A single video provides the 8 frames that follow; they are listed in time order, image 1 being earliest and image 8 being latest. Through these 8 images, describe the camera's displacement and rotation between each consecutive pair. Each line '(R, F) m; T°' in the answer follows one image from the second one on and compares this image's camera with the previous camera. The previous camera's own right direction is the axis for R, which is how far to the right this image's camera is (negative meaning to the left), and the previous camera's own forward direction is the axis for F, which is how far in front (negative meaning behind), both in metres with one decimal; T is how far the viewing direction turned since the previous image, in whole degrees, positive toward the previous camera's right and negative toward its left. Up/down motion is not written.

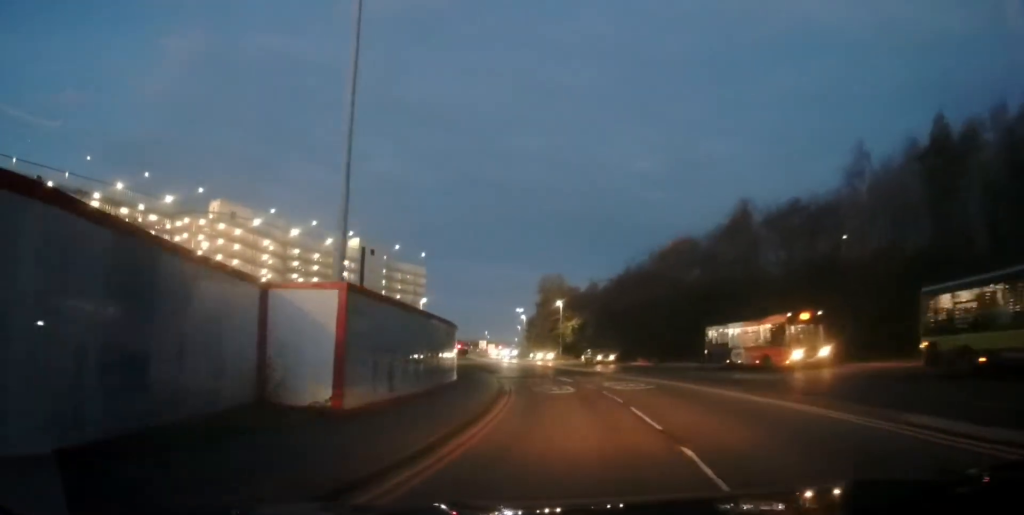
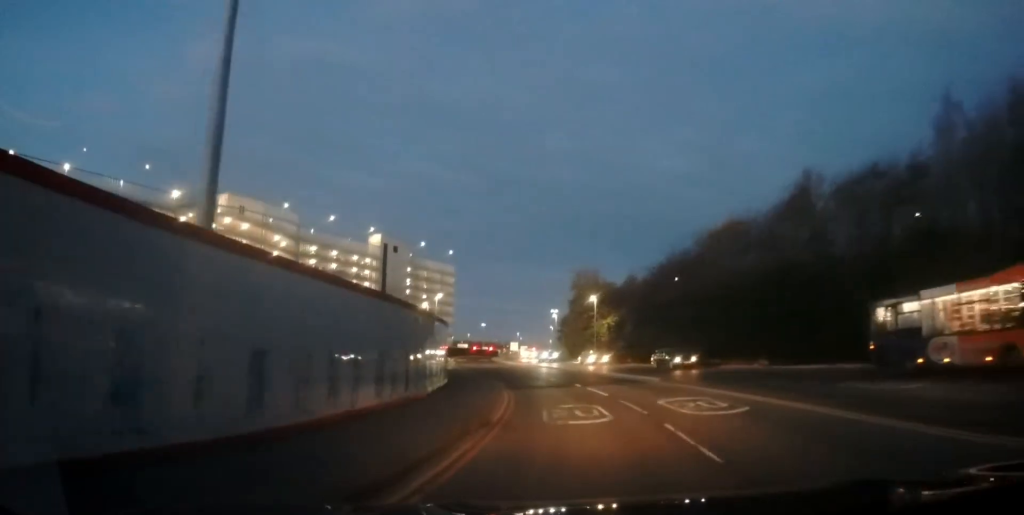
(0.0, +9.2) m; -2°
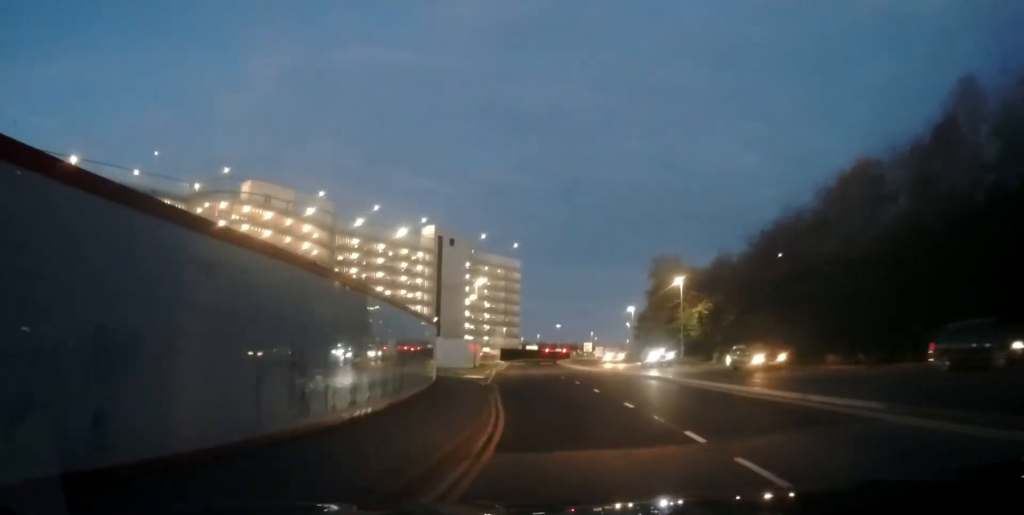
(-0.8, +15.9) m; -7°
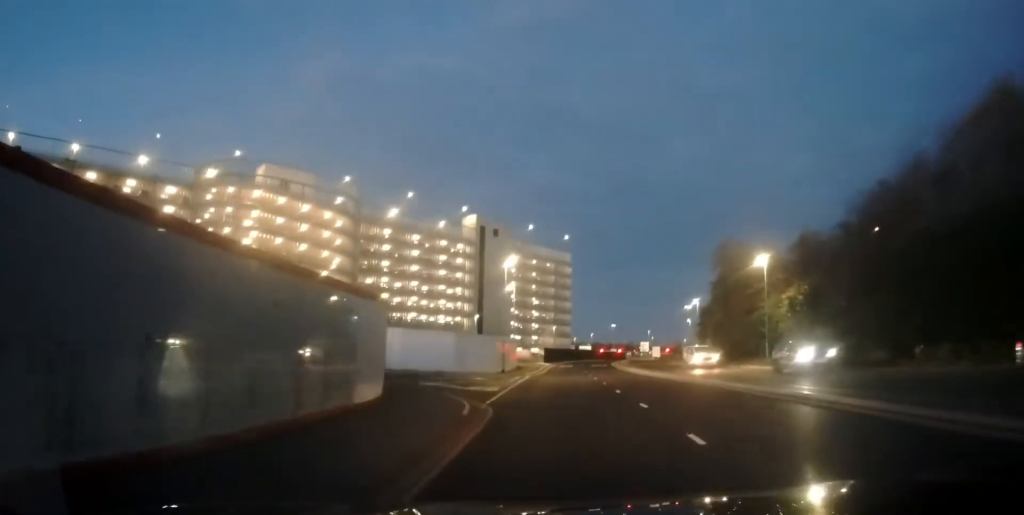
(-0.7, +12.2) m; -6°
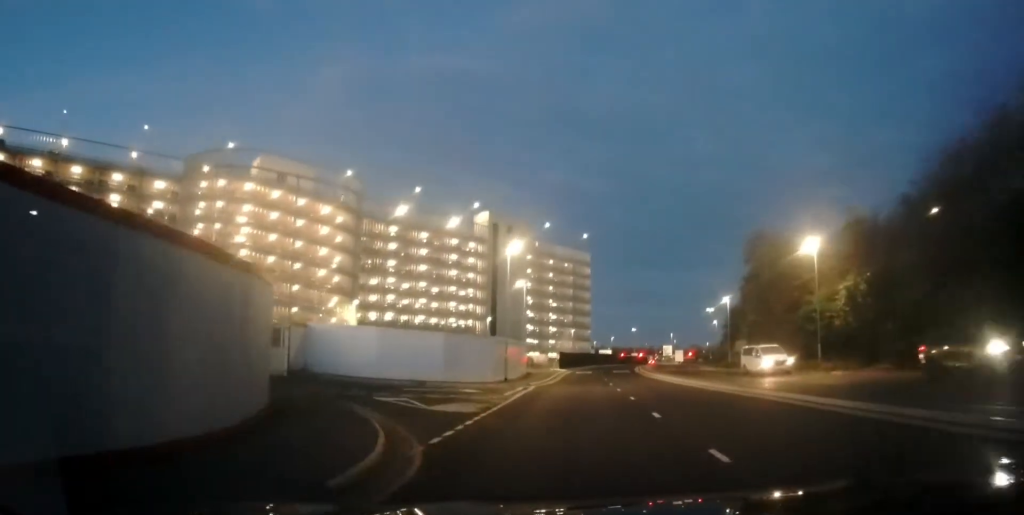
(-0.3, +6.9) m; -1°
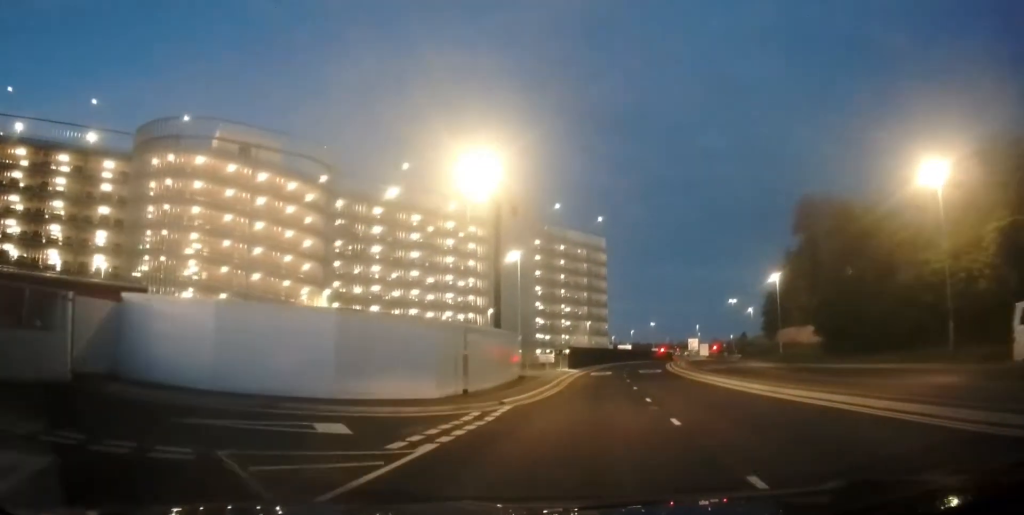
(-0.2, +13.8) m; -3°
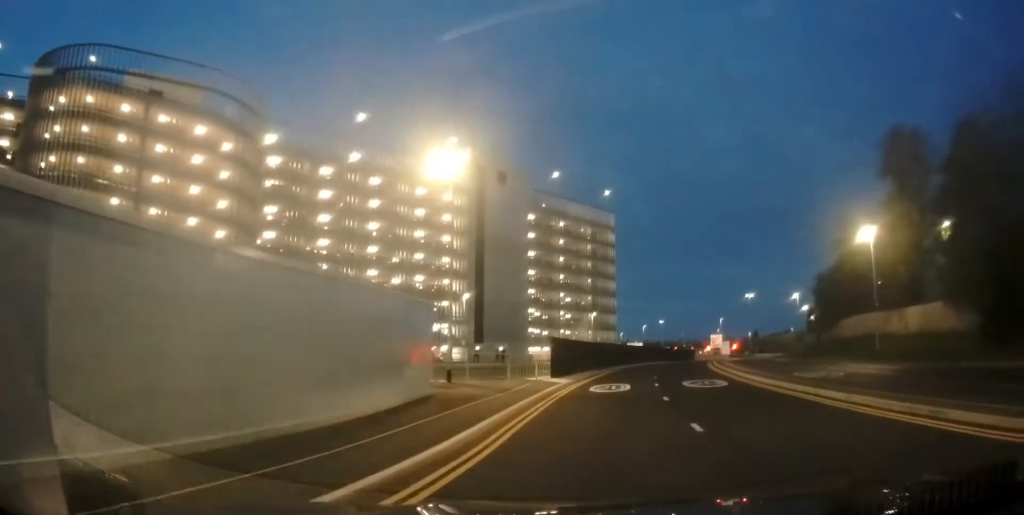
(-0.4, +19.6) m; +1°
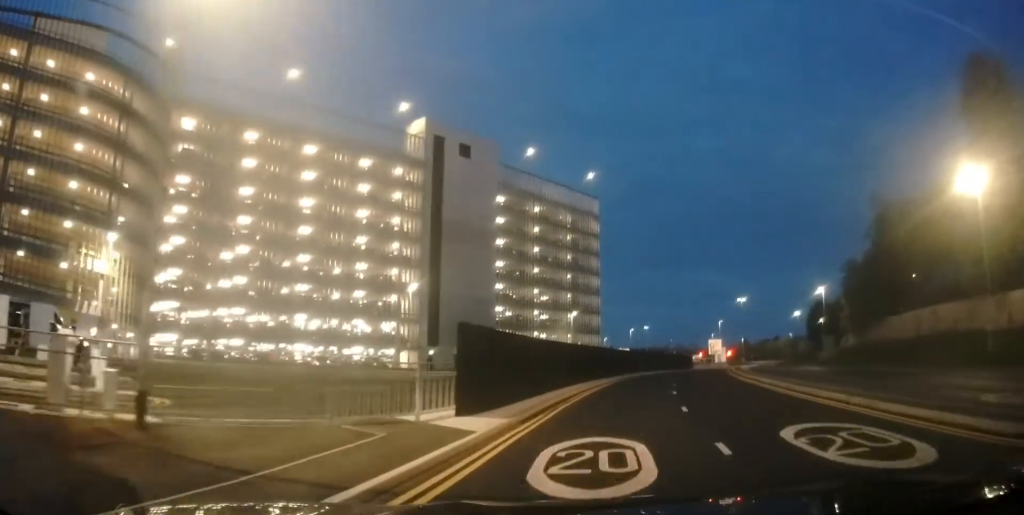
(+0.4, +13.6) m; +4°
